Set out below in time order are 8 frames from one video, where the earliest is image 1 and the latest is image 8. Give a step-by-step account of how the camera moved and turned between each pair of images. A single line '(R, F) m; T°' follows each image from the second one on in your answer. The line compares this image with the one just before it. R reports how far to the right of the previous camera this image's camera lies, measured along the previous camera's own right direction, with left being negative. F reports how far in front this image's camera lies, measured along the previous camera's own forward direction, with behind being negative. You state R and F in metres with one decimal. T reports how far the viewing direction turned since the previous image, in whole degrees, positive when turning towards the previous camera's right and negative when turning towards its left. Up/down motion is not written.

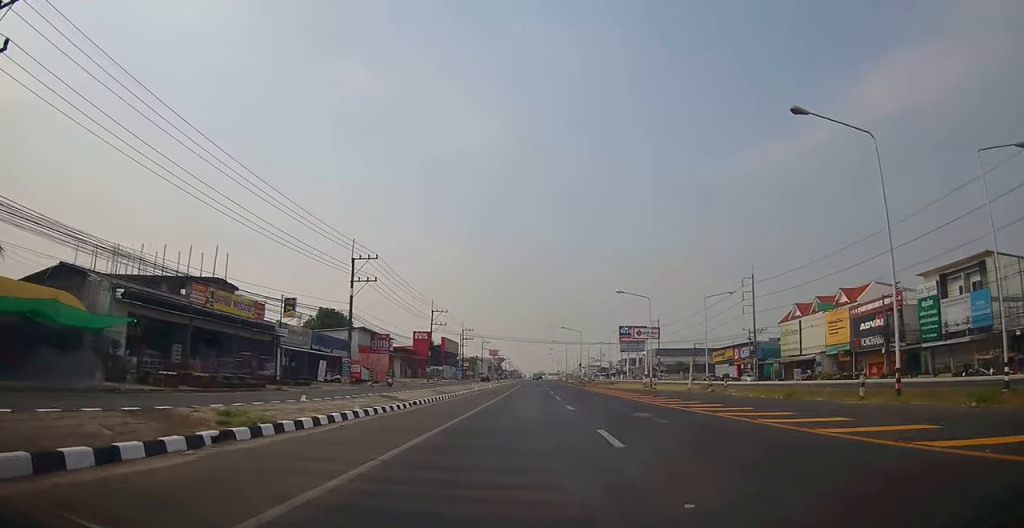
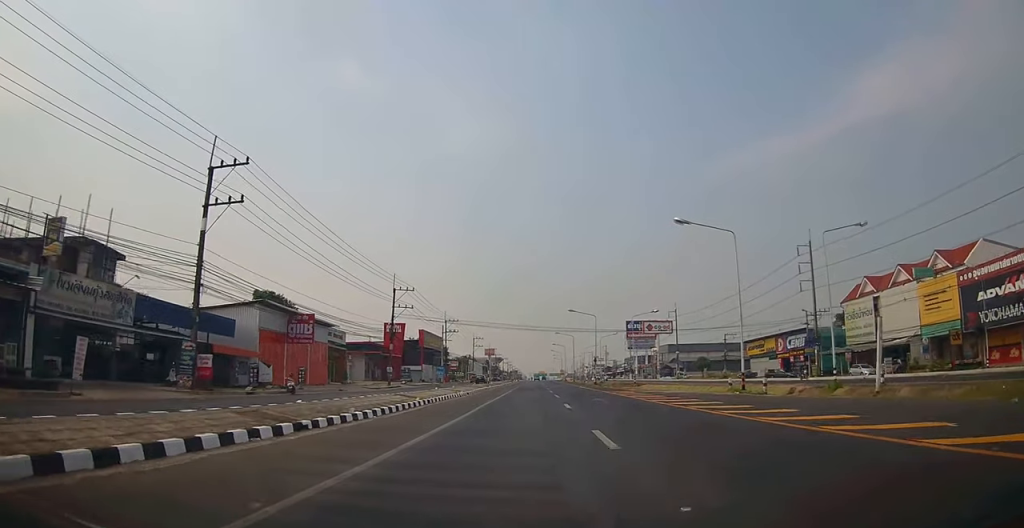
(+0.8, +26.5) m; +2°
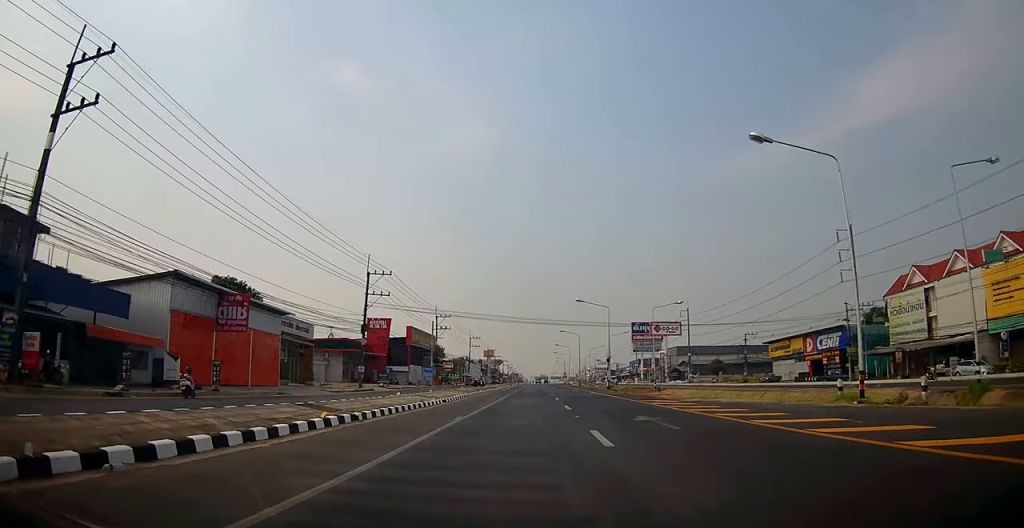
(-0.1, +12.2) m; -1°
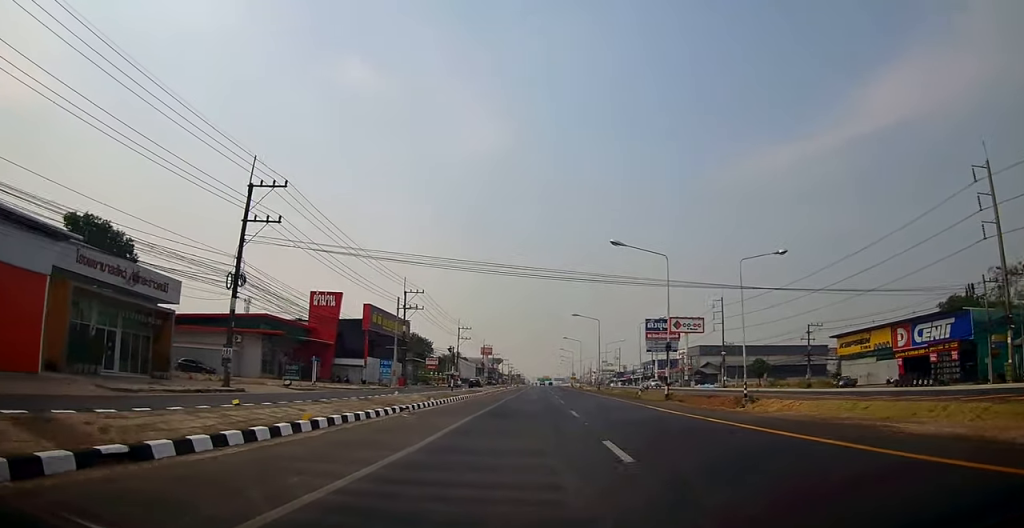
(-0.5, +27.5) m; -1°
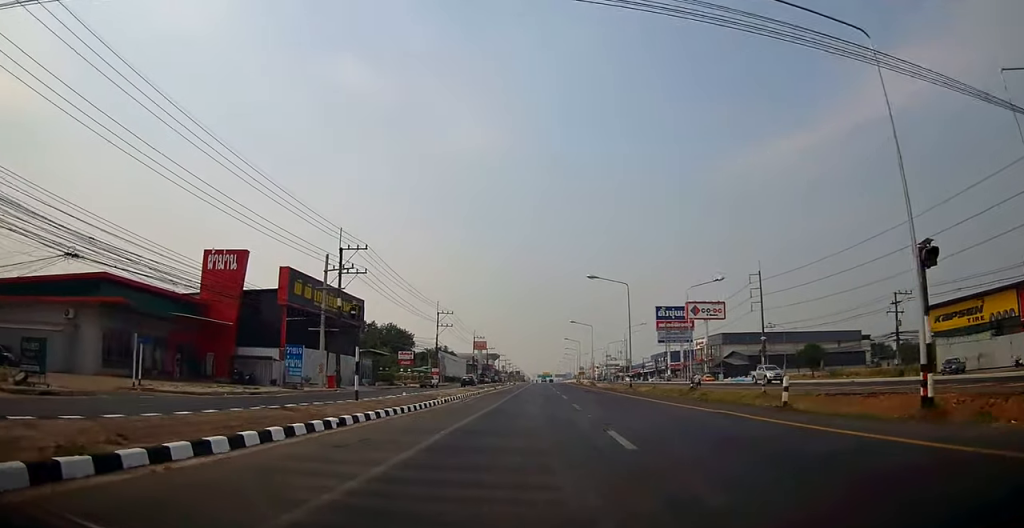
(+0.4, +25.0) m; +2°
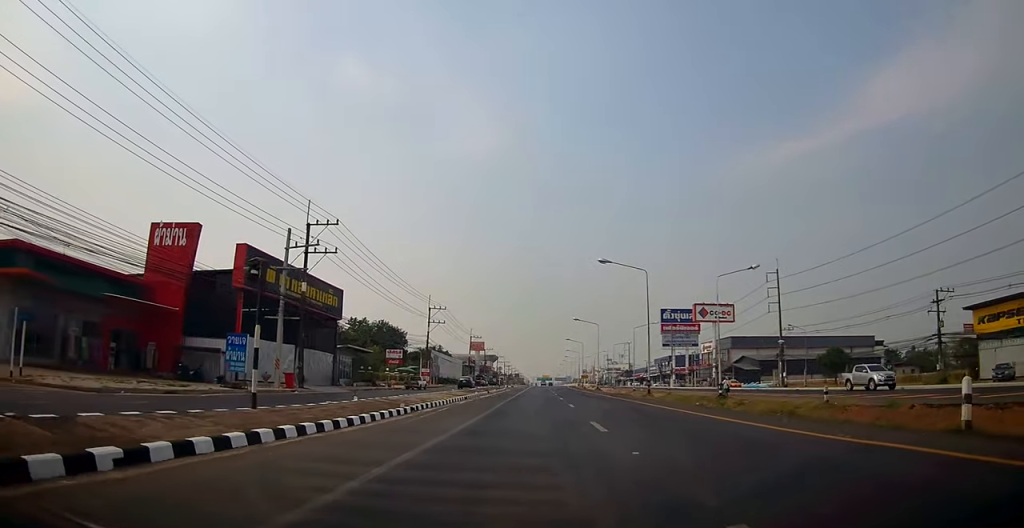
(+0.3, +8.4) m; 0°
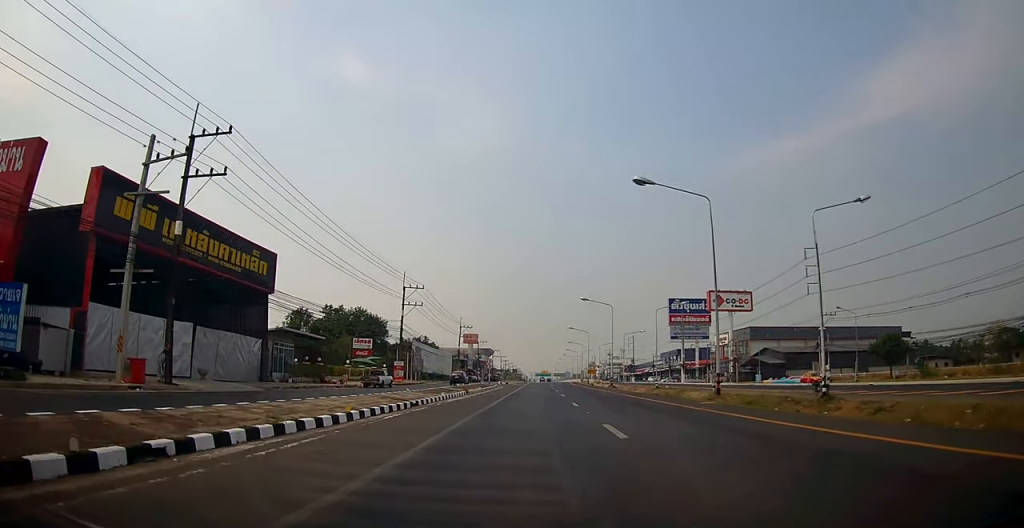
(-0.5, +16.5) m; -1°
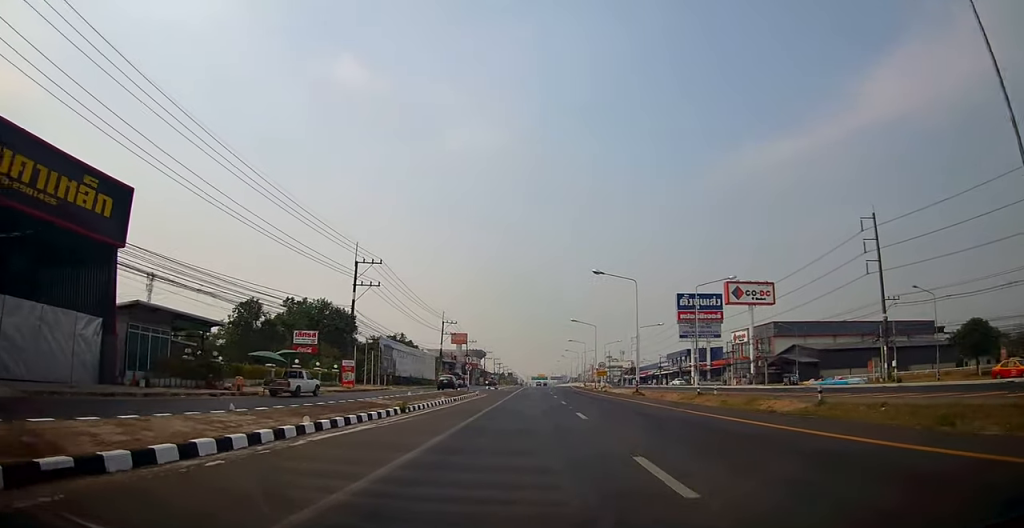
(0.0, +18.1) m; 0°
